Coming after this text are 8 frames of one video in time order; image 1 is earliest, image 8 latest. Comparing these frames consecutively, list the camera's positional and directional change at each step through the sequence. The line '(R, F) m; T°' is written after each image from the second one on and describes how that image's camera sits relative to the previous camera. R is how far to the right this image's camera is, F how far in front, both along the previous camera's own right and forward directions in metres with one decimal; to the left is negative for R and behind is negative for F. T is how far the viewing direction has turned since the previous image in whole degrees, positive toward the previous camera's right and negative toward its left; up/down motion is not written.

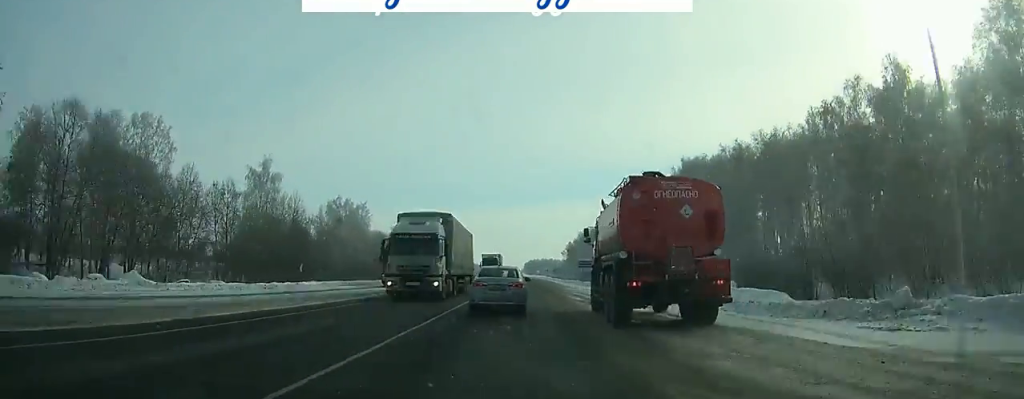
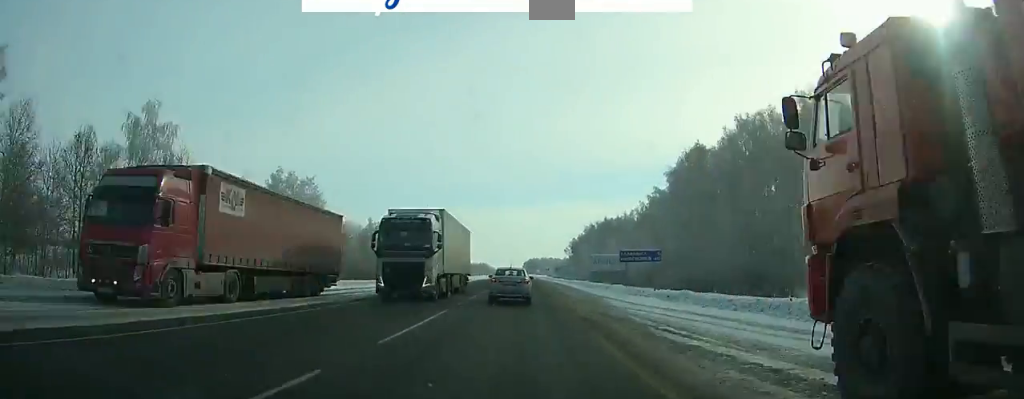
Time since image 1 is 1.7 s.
(+0.1, +32.3) m; 0°
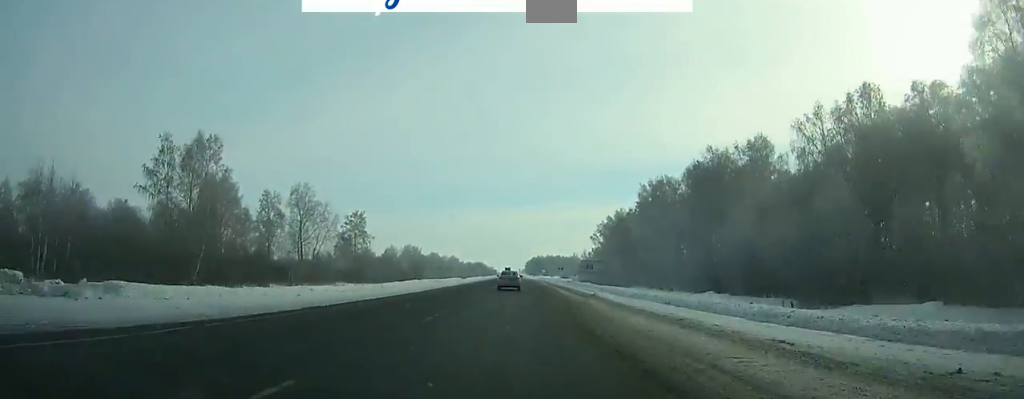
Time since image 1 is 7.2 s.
(-0.3, +116.0) m; 0°
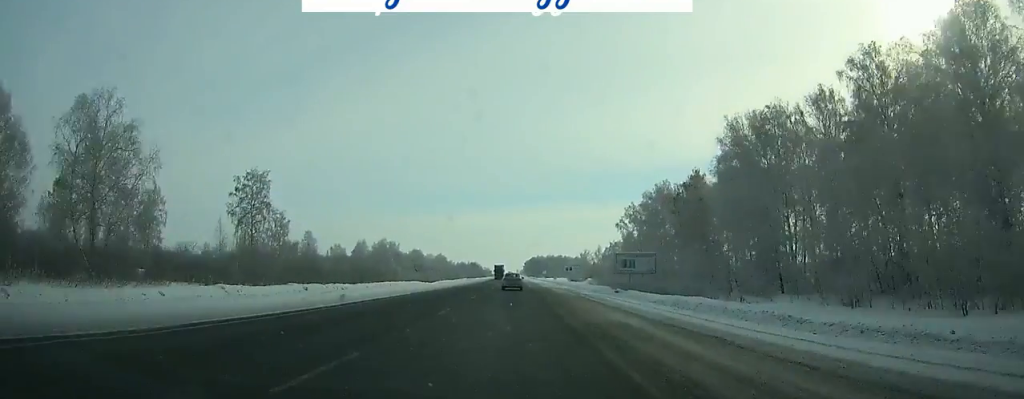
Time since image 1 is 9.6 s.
(0.0, +56.6) m; 0°
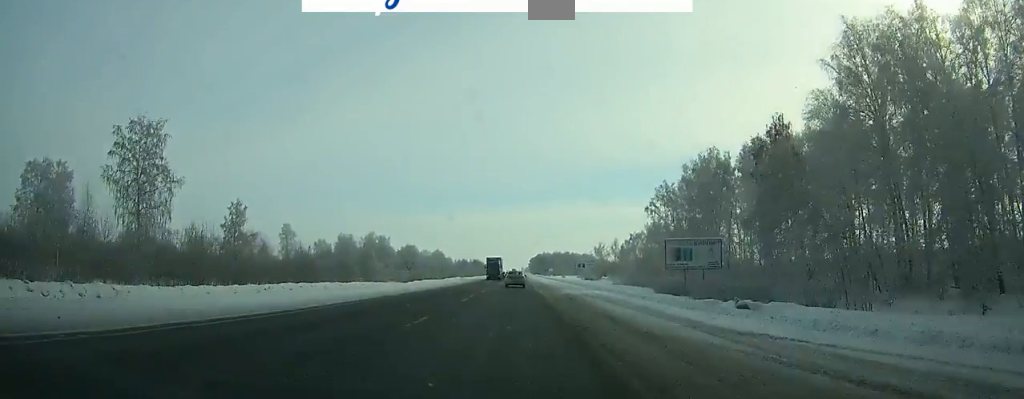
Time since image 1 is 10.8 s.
(-0.1, +29.5) m; 0°
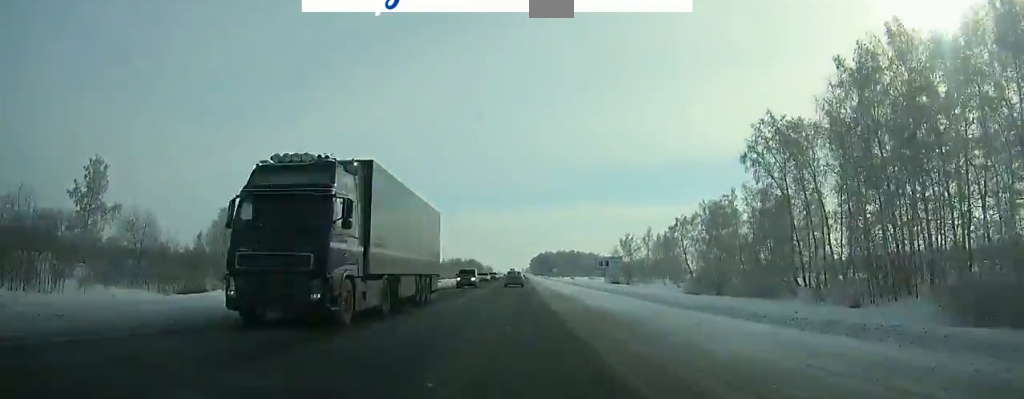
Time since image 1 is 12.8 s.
(-0.1, +50.9) m; 0°
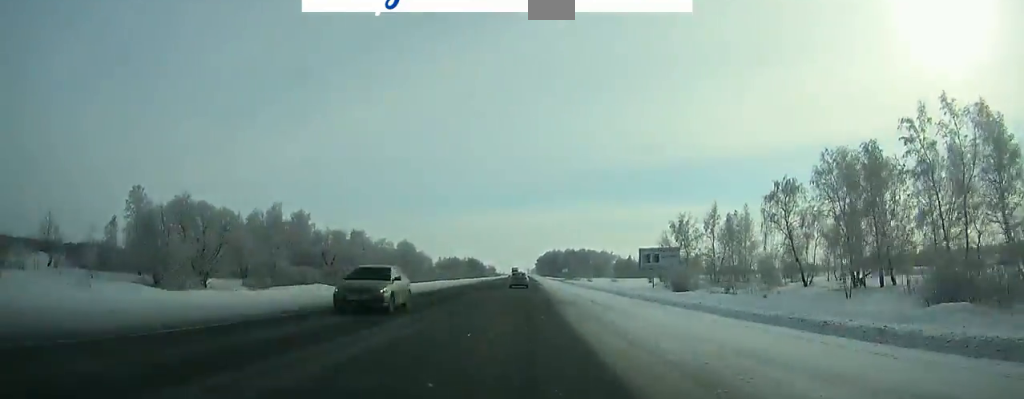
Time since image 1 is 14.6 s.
(-0.1, +46.9) m; 0°
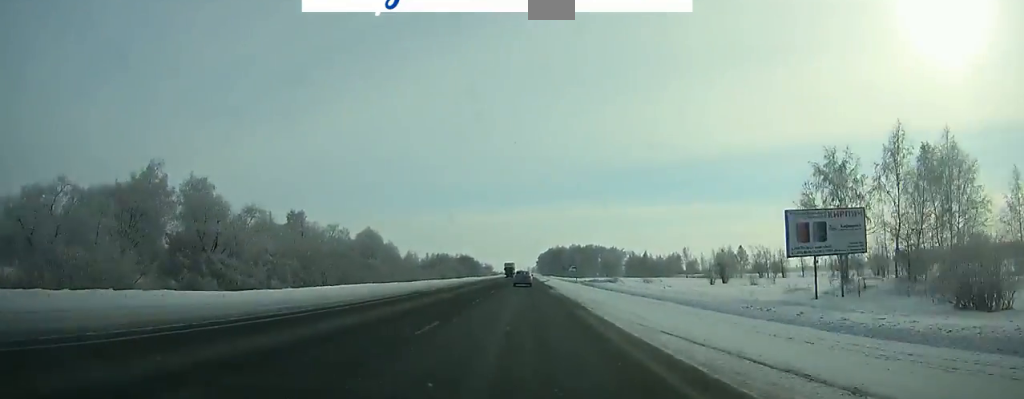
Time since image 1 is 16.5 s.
(+0.2, +51.4) m; 0°
